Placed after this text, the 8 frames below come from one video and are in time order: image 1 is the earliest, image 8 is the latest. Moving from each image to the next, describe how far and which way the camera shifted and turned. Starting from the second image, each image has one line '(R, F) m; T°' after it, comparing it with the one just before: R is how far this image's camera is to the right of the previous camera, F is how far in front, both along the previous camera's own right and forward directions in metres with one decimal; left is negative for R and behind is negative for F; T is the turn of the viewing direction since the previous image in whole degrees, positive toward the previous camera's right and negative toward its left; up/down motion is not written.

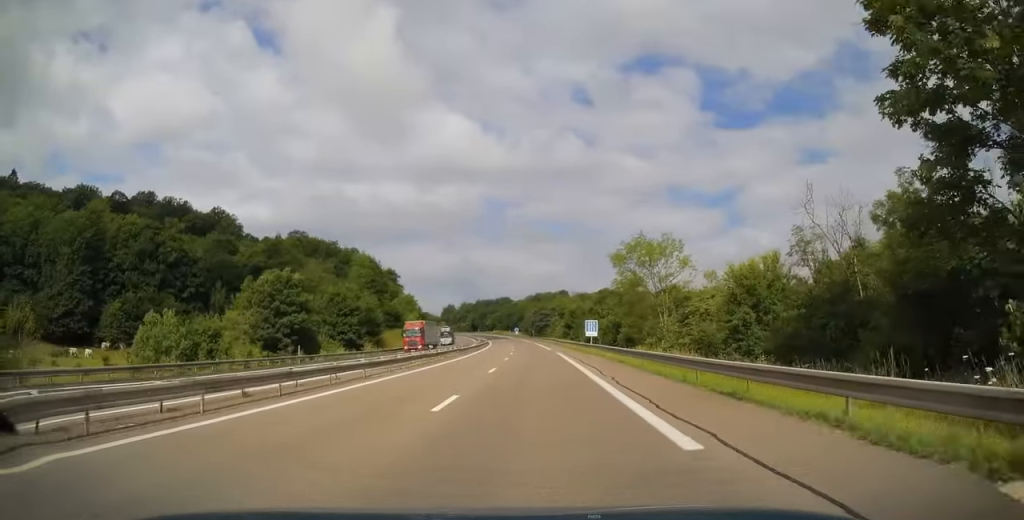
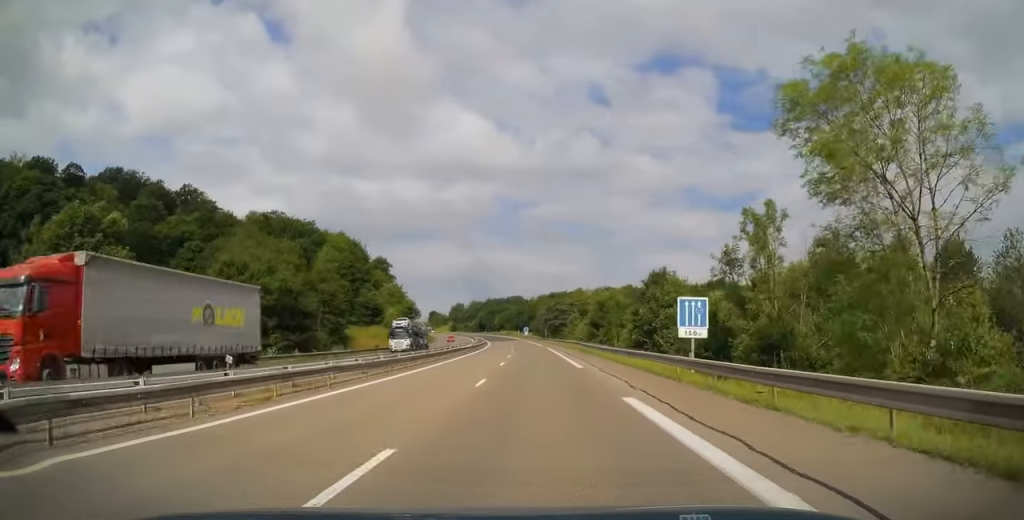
(-0.6, +32.7) m; -2°
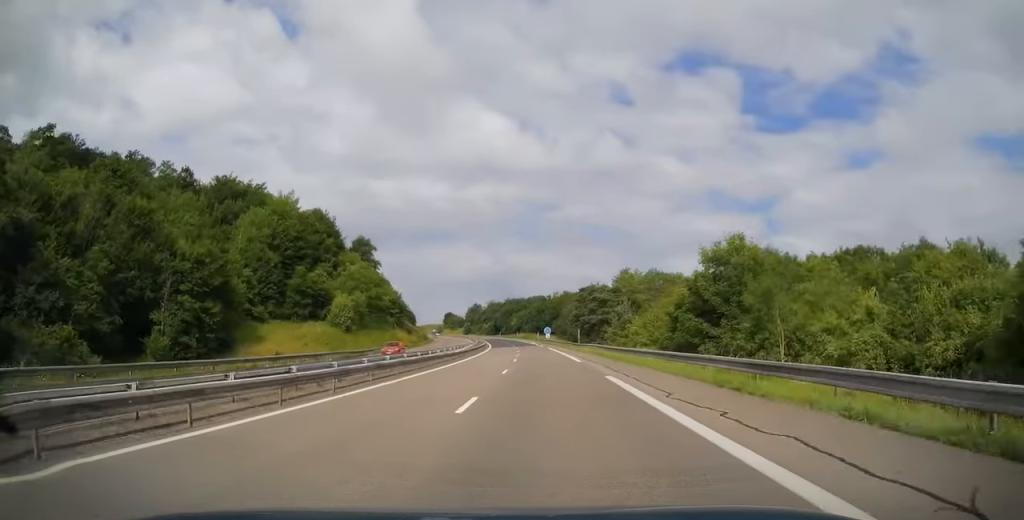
(-0.3, +45.0) m; -1°
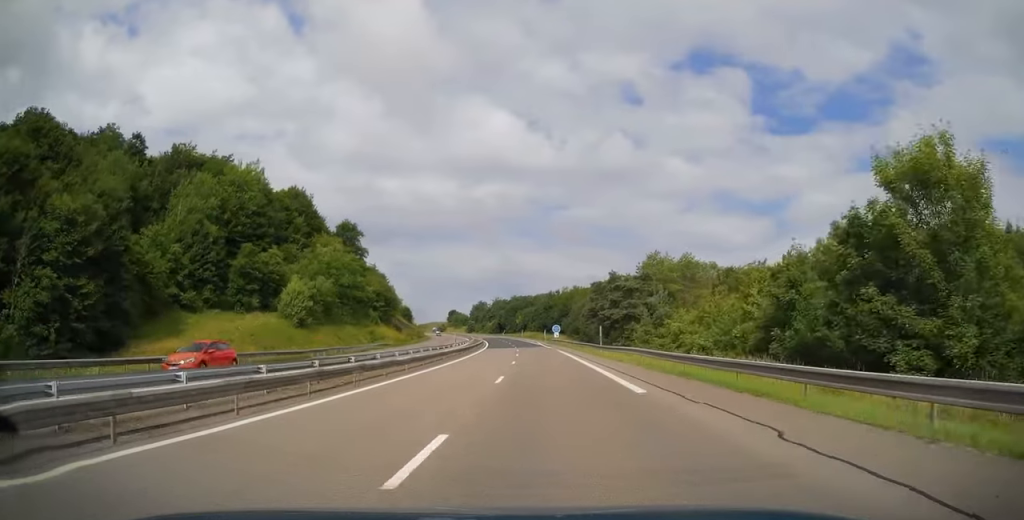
(+0.2, +18.4) m; -1°
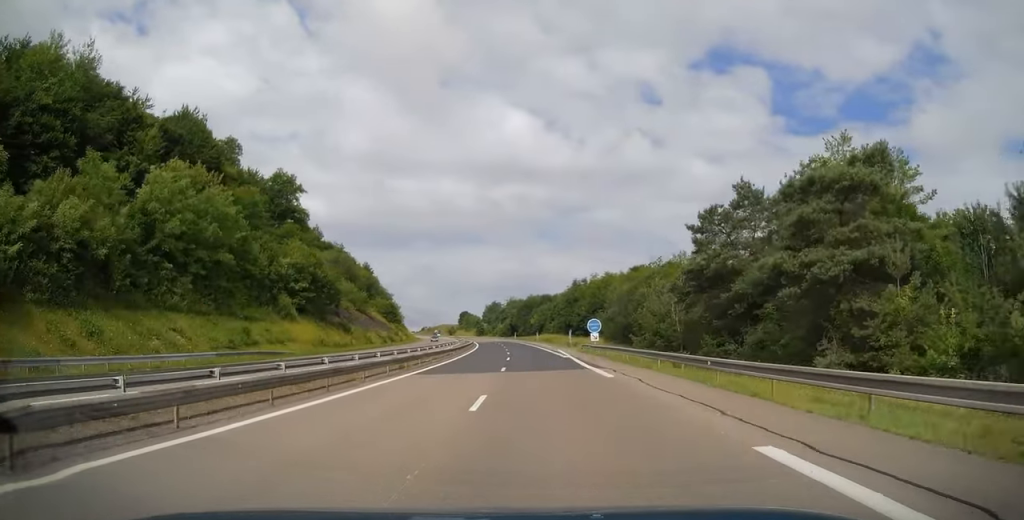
(-1.9, +46.1) m; -3°
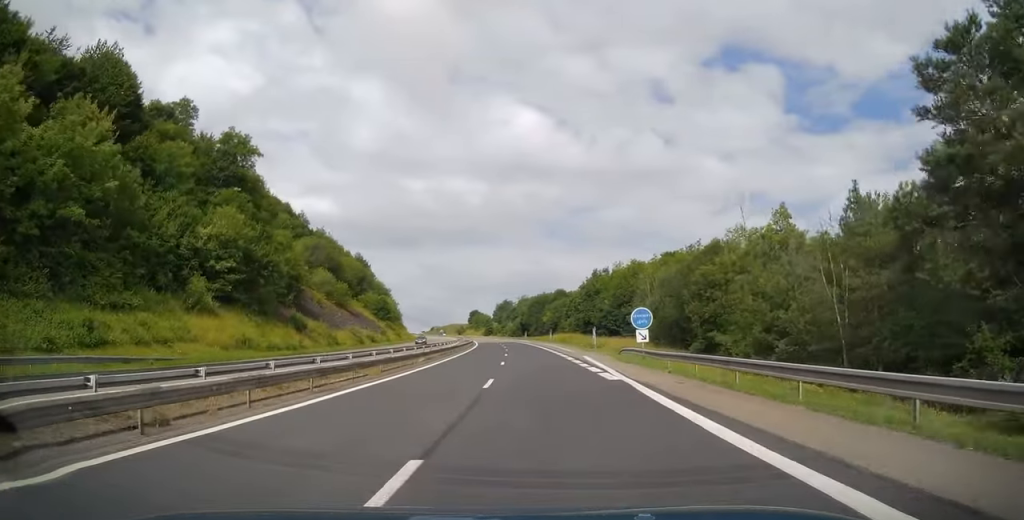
(-0.1, +20.8) m; -1°
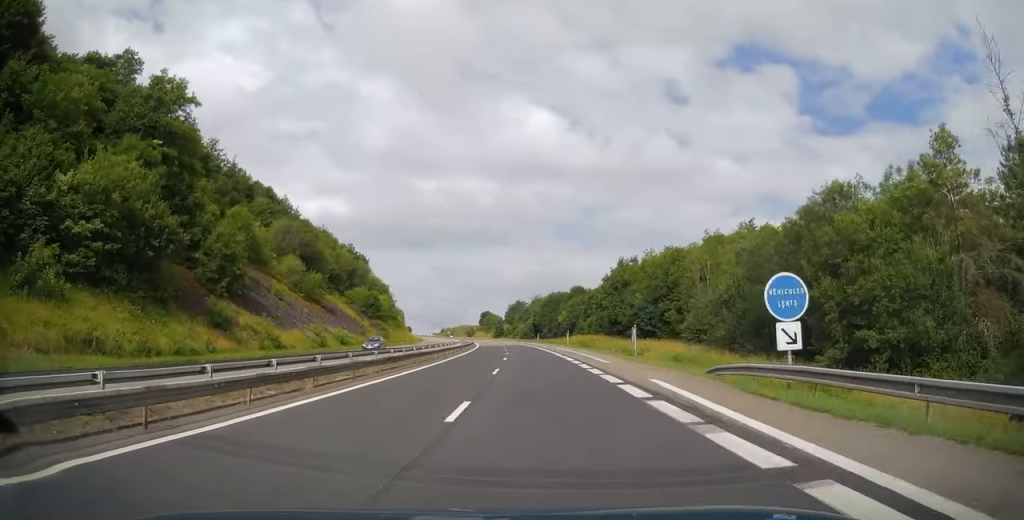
(+0.1, +19.8) m; -1°
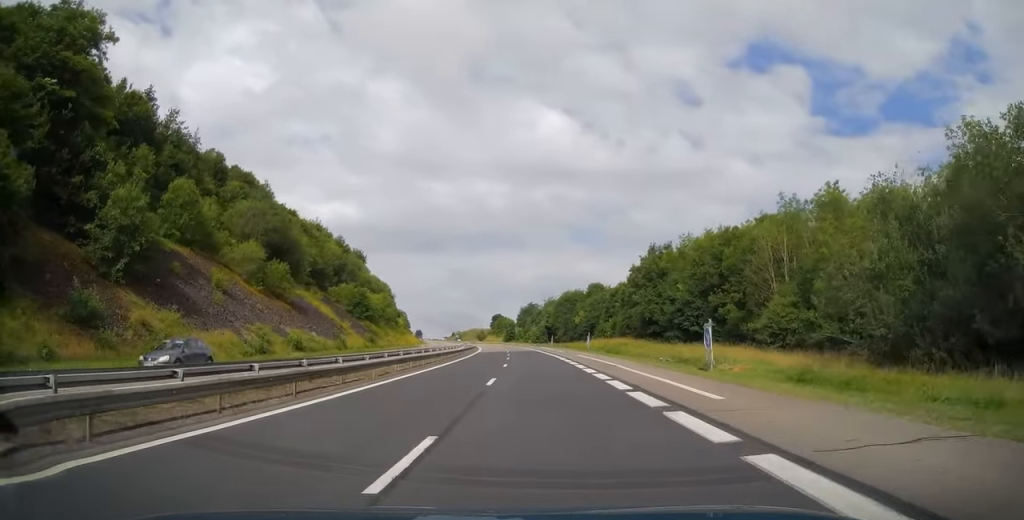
(-0.4, +17.4) m; -2°
